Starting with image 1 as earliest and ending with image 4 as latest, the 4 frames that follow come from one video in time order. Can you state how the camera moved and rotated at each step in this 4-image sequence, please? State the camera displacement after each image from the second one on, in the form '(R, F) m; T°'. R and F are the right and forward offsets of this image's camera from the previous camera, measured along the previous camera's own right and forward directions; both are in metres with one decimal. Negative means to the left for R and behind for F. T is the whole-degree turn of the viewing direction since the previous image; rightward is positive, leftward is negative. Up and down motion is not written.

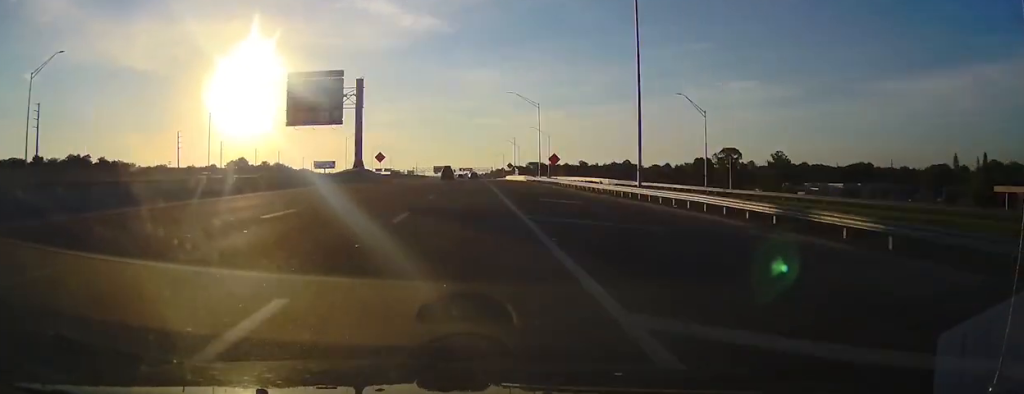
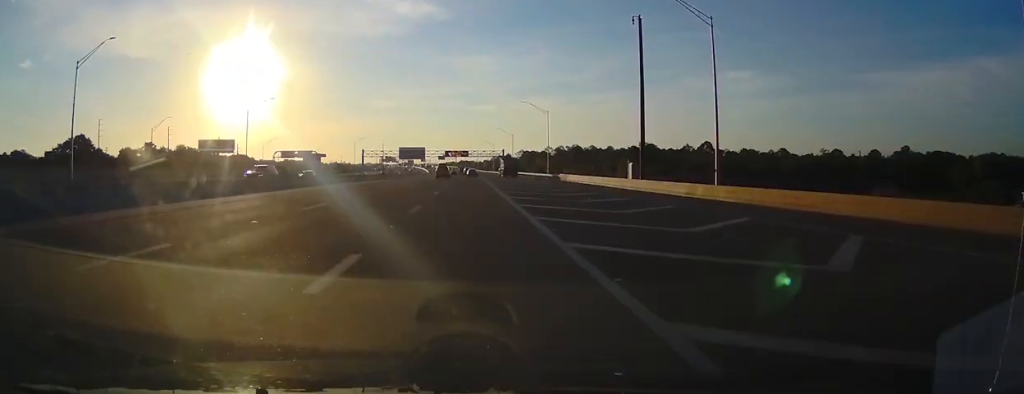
(+2.1, +172.2) m; +1°
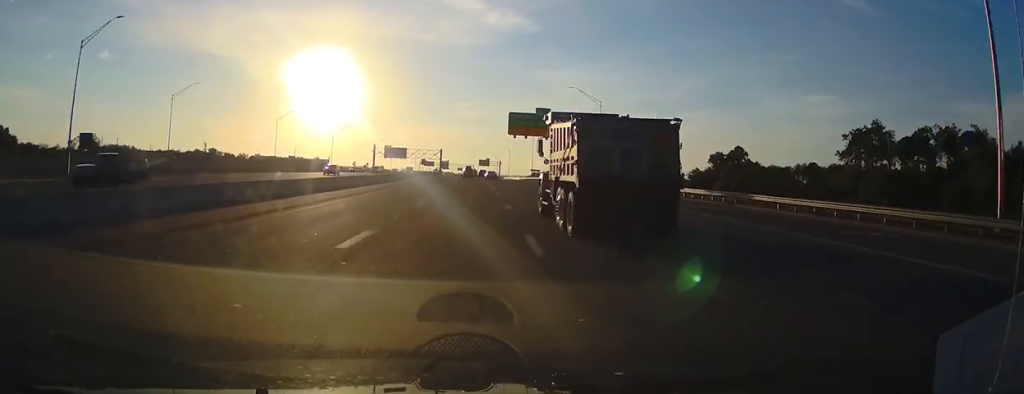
(-29.2, +364.5) m; -9°
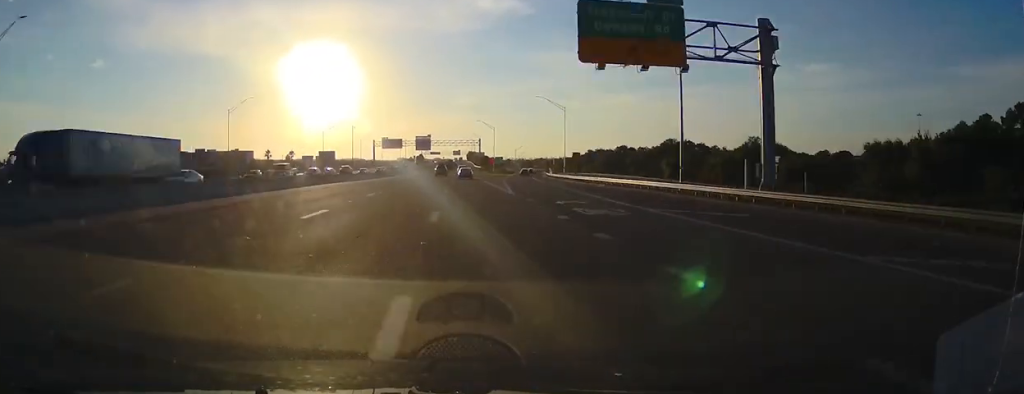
(+2.0, +271.2) m; 0°
